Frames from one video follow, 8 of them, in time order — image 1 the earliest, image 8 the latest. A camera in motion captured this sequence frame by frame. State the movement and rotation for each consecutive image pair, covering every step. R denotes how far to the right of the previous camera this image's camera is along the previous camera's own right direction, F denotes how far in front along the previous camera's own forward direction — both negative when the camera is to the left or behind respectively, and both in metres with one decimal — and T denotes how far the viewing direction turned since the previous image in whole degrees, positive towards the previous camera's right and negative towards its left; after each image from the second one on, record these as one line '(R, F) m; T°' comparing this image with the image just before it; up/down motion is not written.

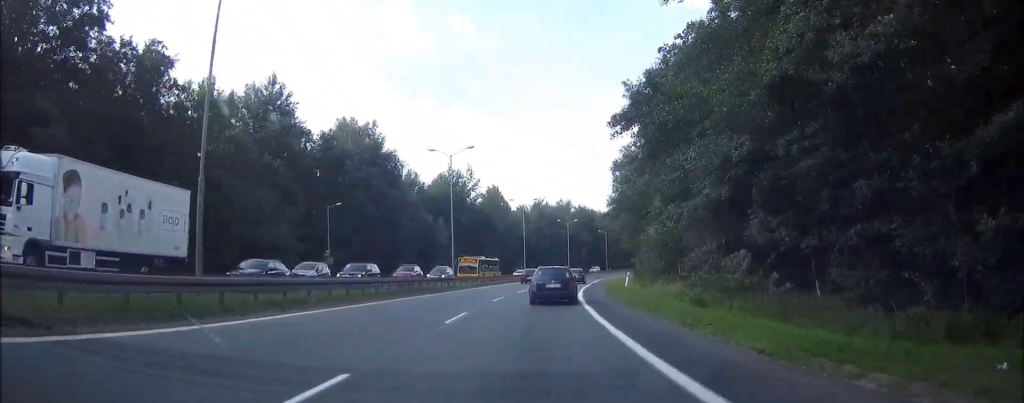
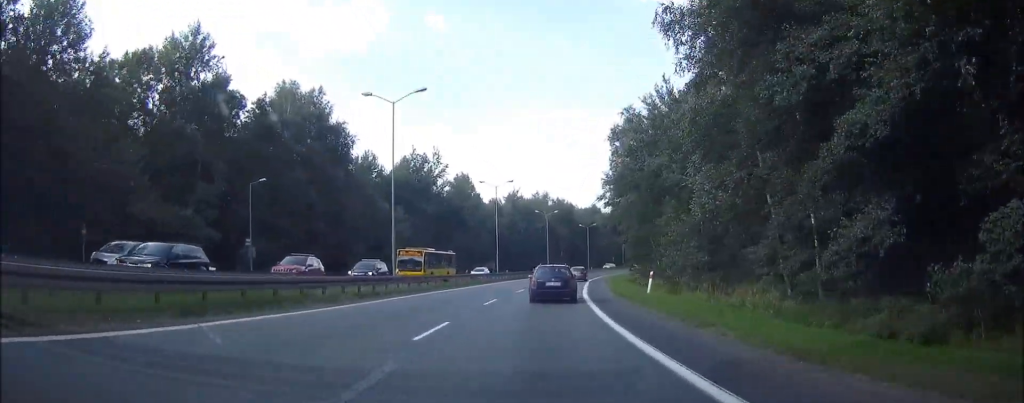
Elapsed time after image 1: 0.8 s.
(0.0, +16.7) m; +2°
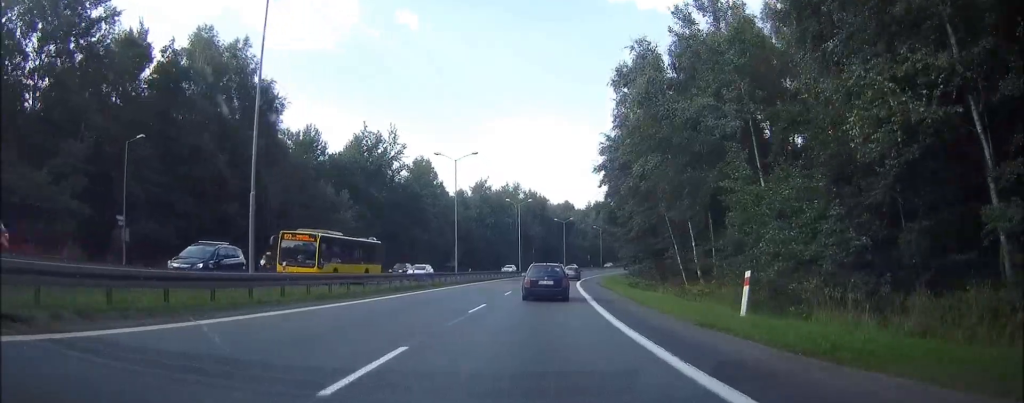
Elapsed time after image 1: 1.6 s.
(+0.1, +17.4) m; +4°
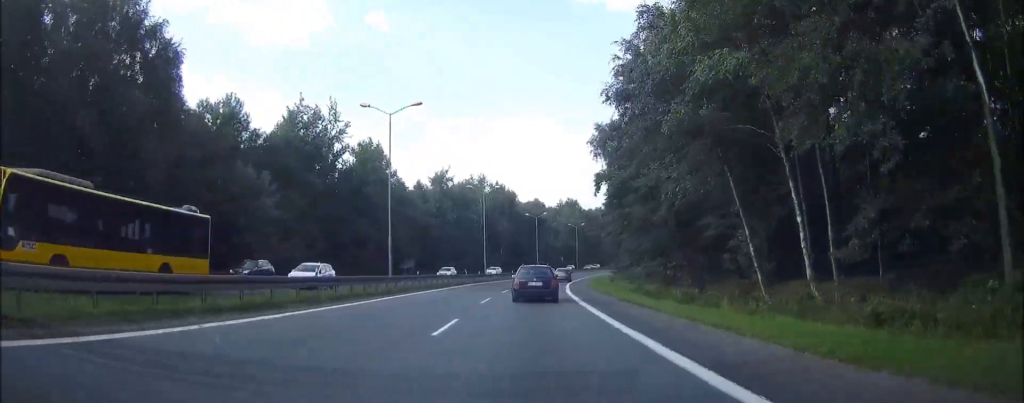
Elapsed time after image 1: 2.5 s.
(+1.2, +18.2) m; +5°
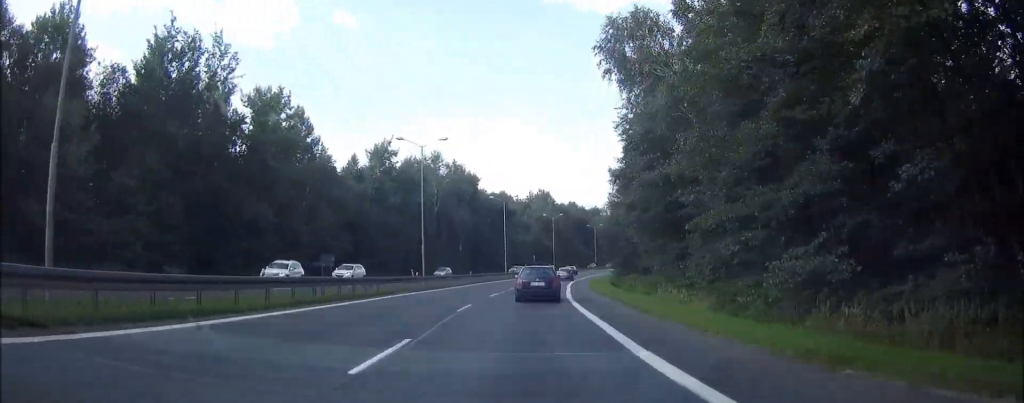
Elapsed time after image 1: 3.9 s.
(+1.1, +29.1) m; +4°
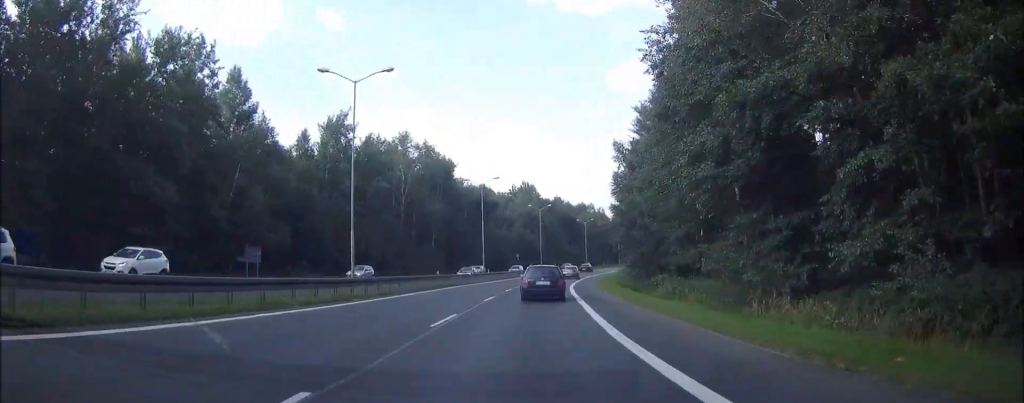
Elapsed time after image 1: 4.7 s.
(+0.3, +17.3) m; +2°
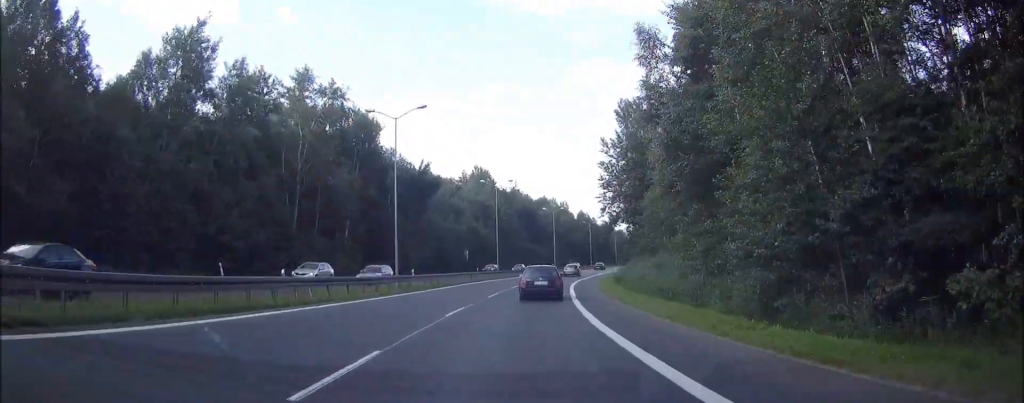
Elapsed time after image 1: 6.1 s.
(+0.8, +32.2) m; +3°
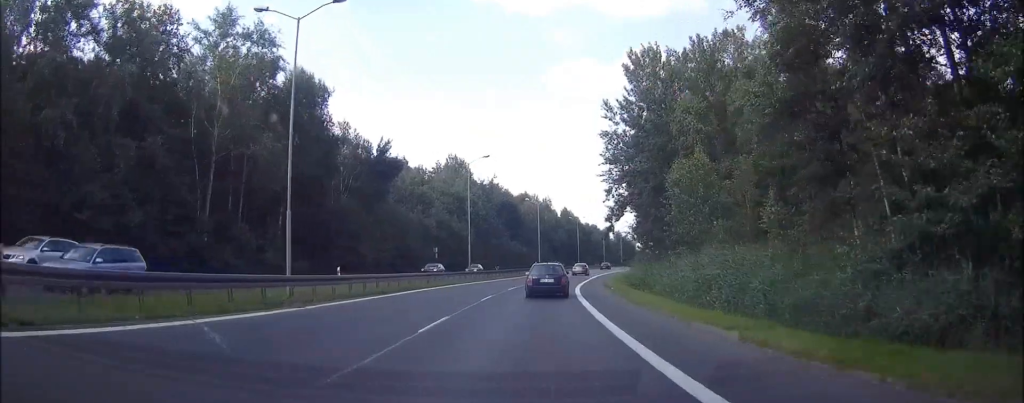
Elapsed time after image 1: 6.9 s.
(+0.3, +17.1) m; +2°
